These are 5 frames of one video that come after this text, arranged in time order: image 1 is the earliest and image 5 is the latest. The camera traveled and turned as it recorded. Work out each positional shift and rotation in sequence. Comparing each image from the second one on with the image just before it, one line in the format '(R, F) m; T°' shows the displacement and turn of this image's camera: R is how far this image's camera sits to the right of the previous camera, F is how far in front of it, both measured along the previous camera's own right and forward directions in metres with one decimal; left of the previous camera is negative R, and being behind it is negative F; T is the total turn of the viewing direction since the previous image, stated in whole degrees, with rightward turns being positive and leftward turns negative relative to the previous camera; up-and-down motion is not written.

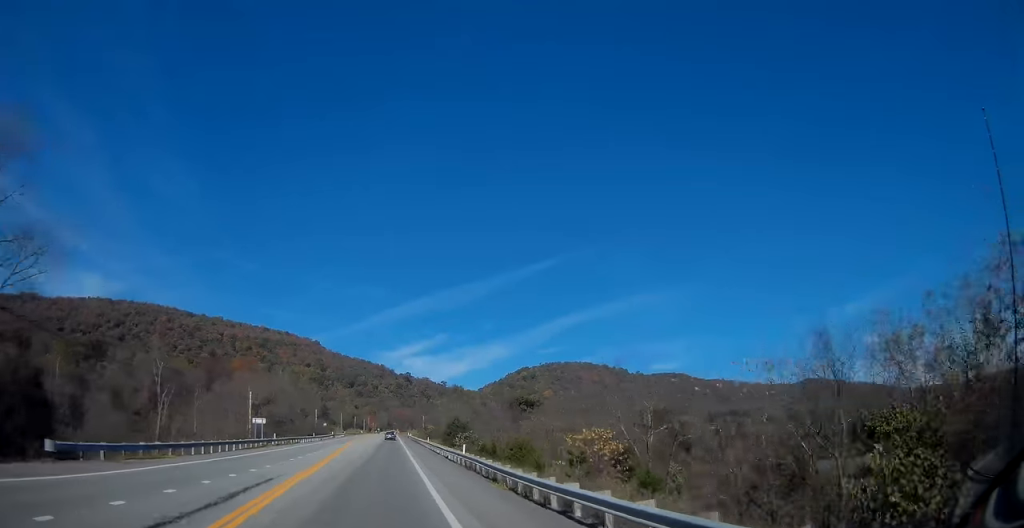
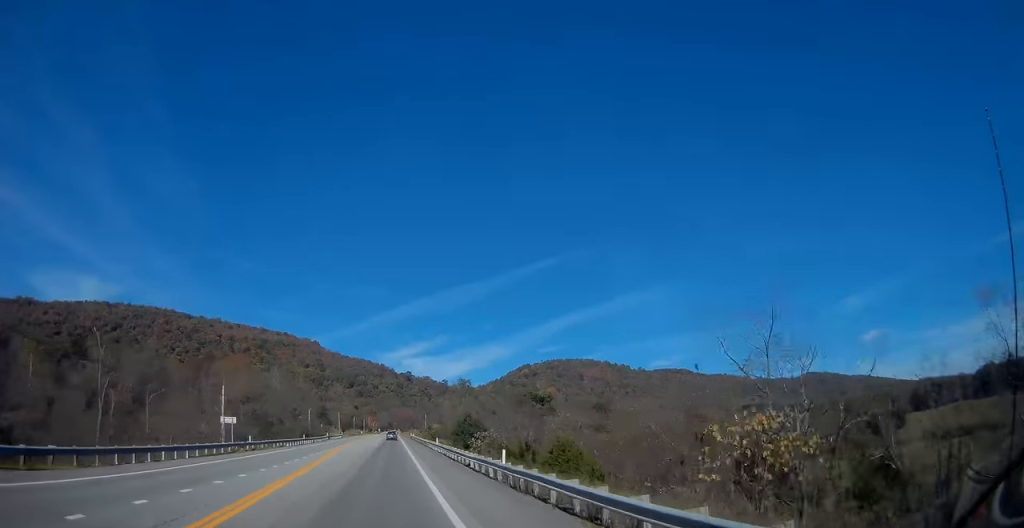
(0.0, +11.2) m; 0°
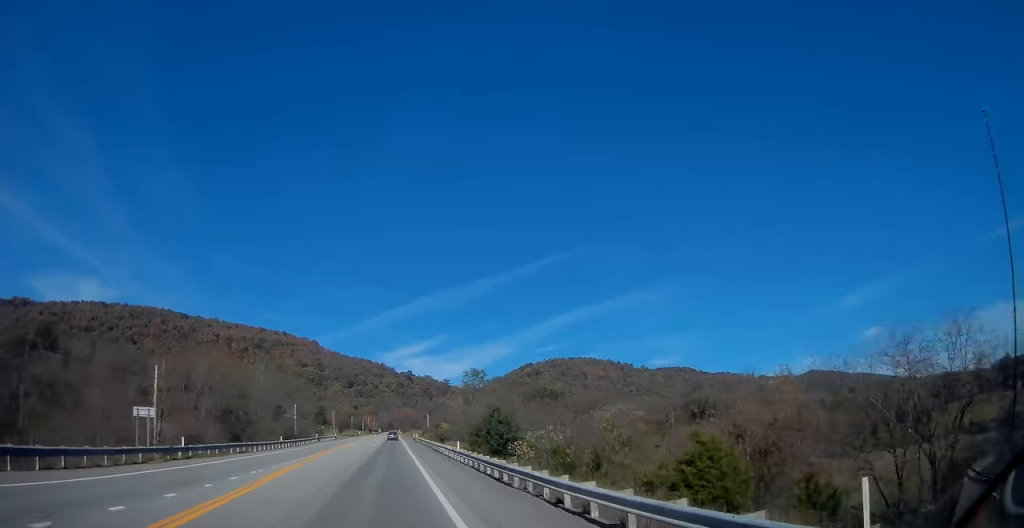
(-0.2, +16.8) m; 0°
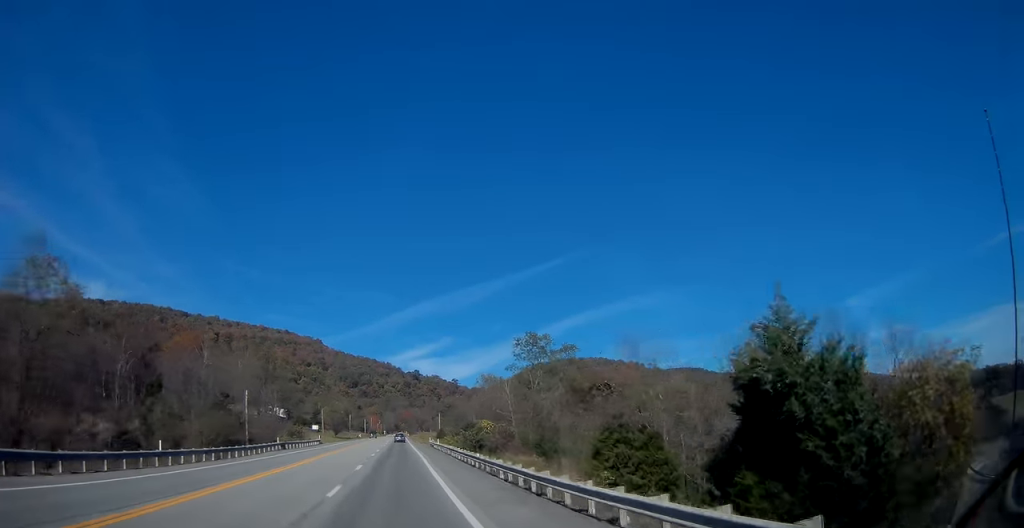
(+0.4, +35.3) m; 0°
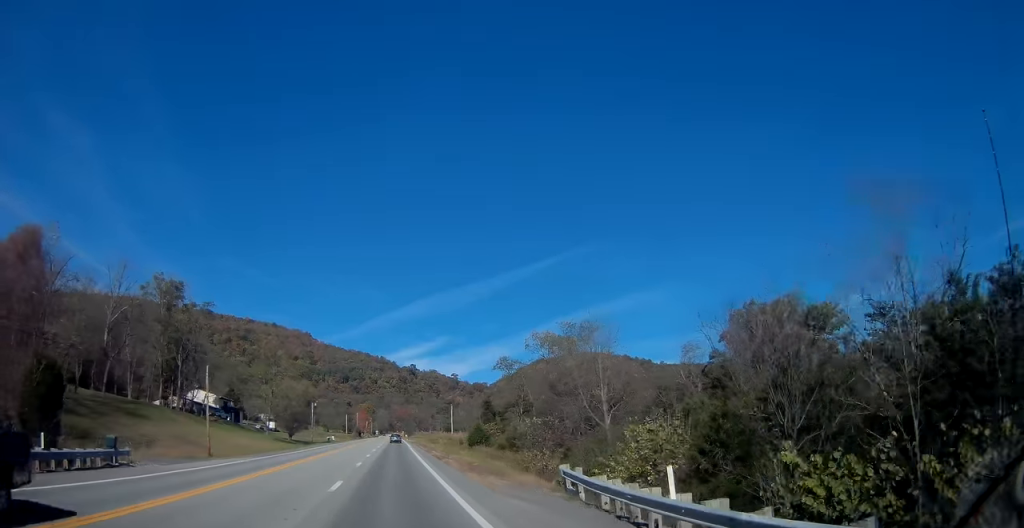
(-0.4, +71.1) m; -1°
